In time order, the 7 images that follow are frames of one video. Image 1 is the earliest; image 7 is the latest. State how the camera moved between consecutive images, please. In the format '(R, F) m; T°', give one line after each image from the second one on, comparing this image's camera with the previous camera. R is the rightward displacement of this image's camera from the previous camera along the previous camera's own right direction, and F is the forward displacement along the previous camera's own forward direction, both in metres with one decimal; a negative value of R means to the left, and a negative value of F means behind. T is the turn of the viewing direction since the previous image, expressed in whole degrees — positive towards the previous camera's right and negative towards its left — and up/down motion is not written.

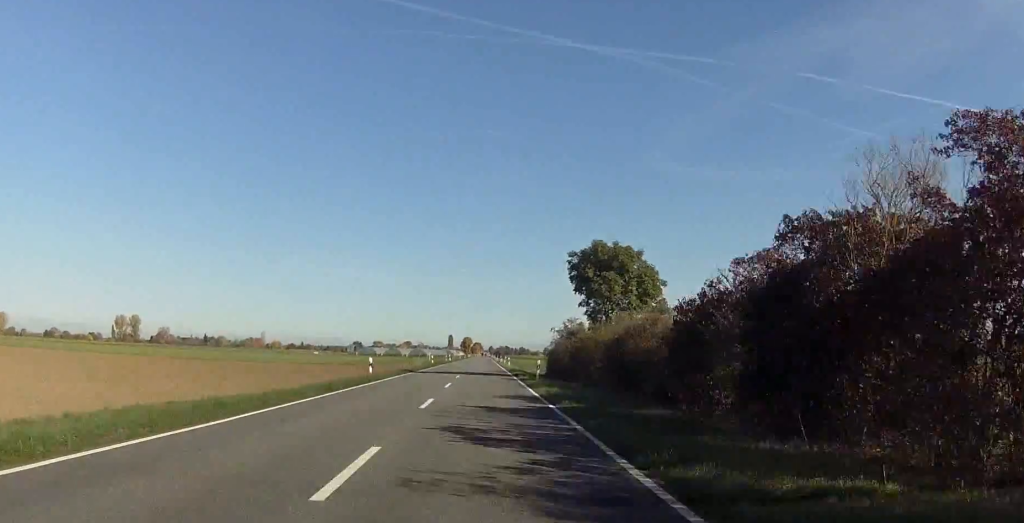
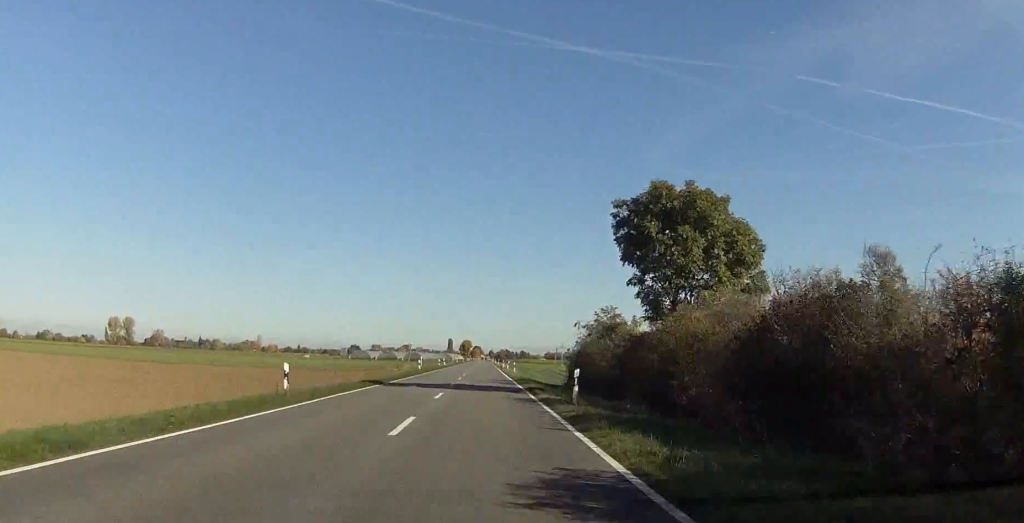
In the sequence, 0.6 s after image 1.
(0.0, +18.4) m; 0°
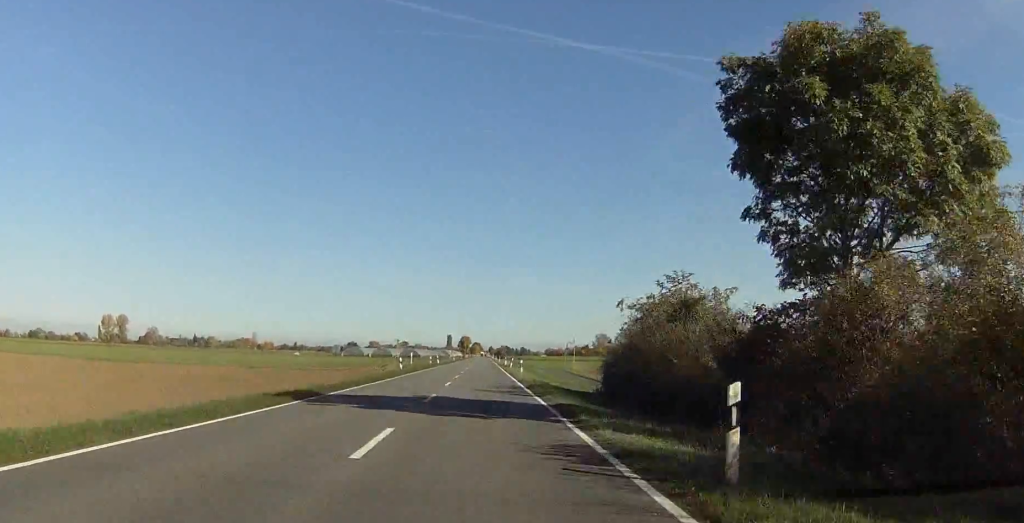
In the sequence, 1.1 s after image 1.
(0.0, +16.1) m; 0°
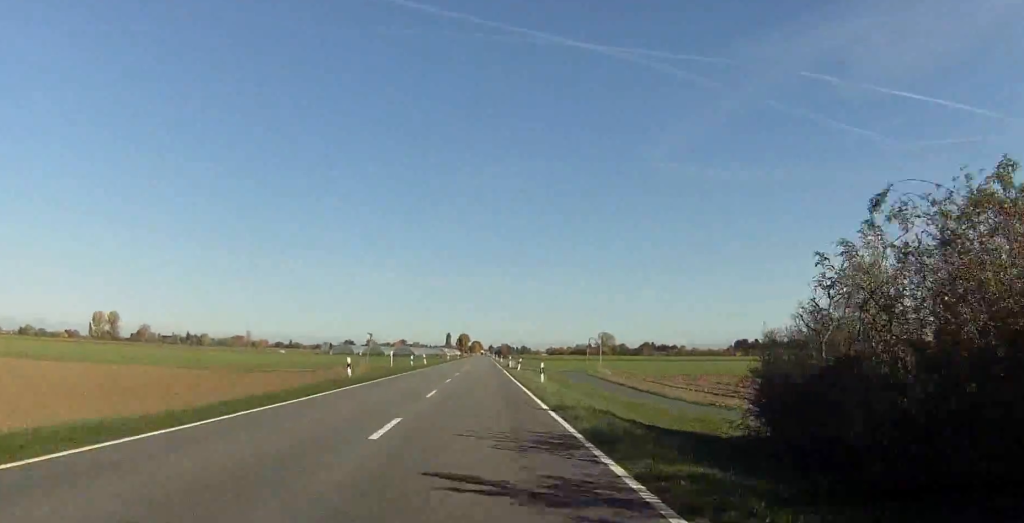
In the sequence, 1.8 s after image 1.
(0.0, +22.5) m; 0°
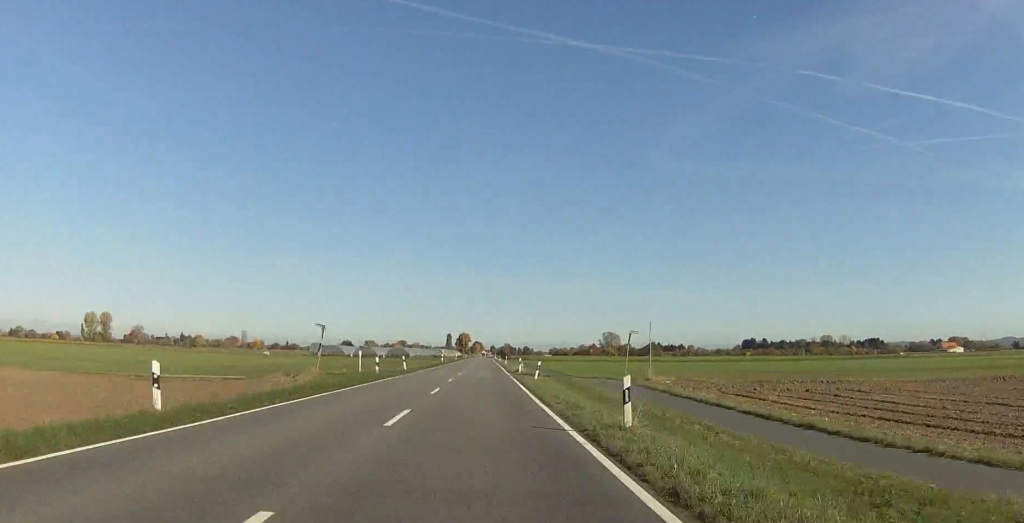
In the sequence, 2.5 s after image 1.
(0.0, +22.3) m; 0°
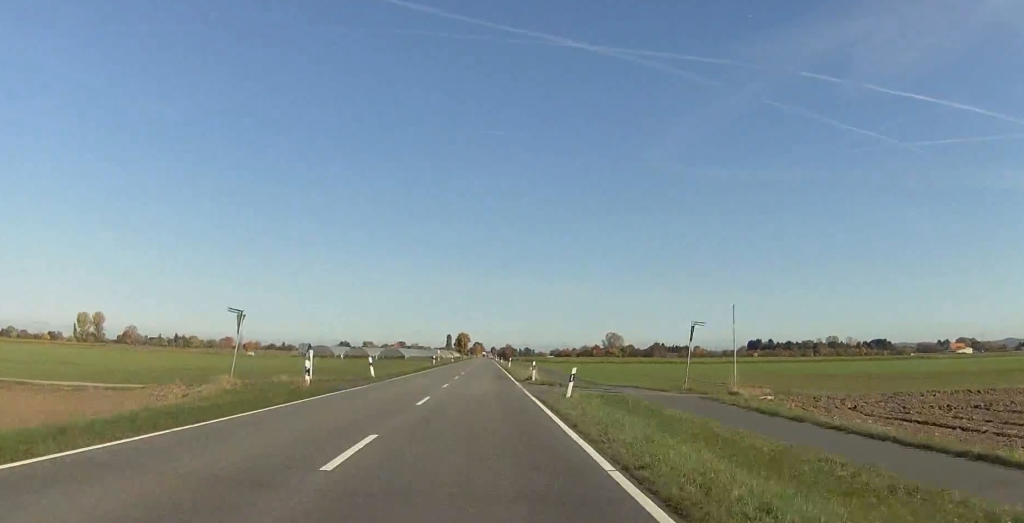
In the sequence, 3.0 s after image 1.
(0.0, +17.9) m; 0°
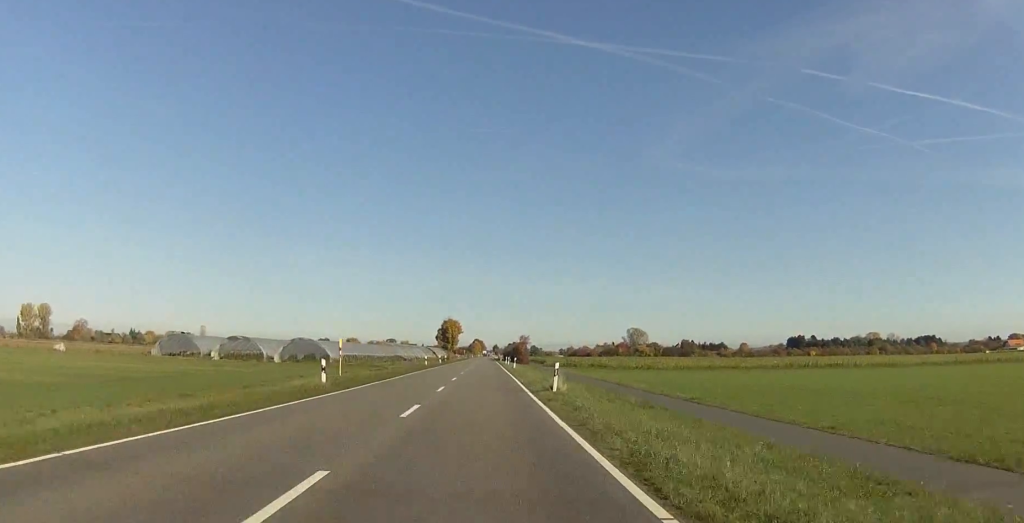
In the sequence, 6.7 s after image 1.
(+0.7, +114.5) m; 0°
